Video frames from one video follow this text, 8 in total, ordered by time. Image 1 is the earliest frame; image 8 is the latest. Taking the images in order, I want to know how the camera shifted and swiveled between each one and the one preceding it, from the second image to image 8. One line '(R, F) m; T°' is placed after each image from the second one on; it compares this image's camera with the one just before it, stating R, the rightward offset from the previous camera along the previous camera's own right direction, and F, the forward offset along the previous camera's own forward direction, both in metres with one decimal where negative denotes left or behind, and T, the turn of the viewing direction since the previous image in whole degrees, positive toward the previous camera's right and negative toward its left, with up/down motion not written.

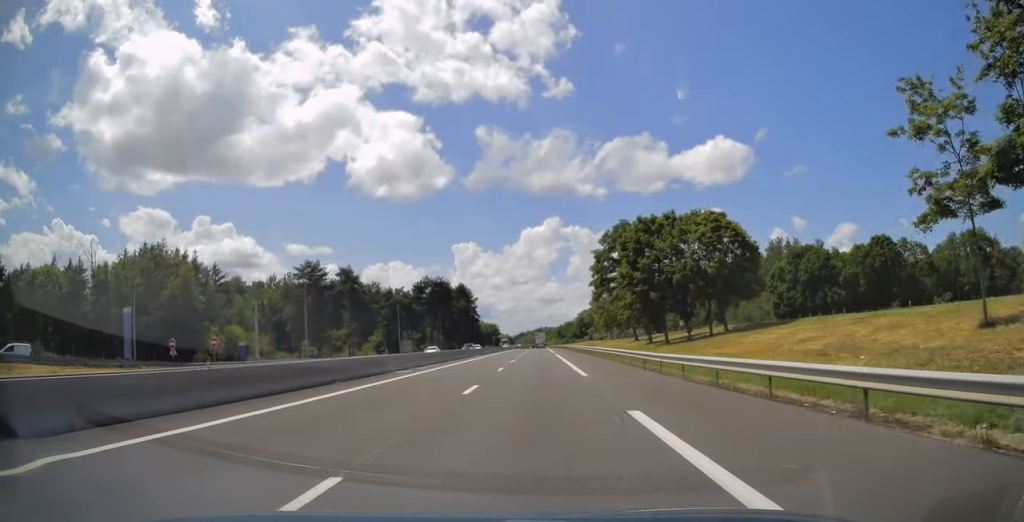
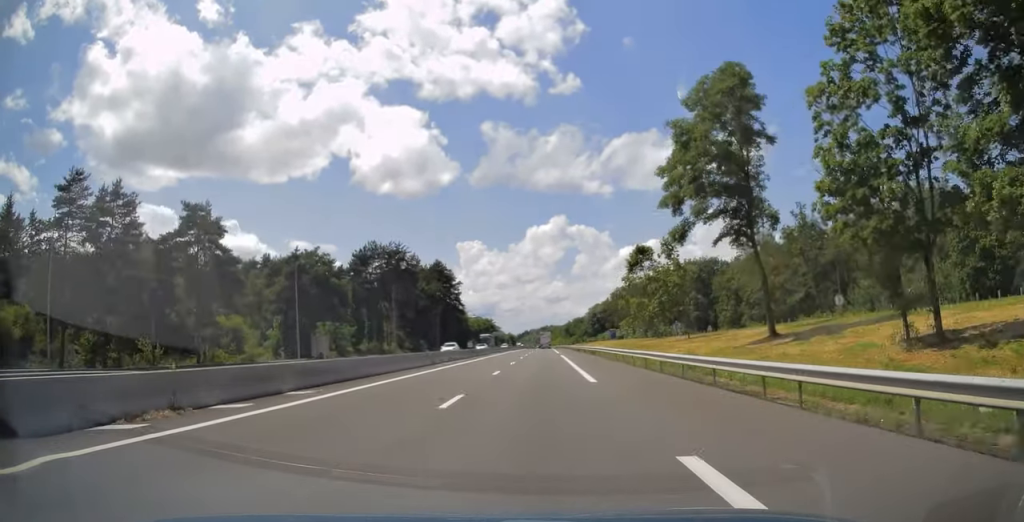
(-0.8, +55.2) m; -2°
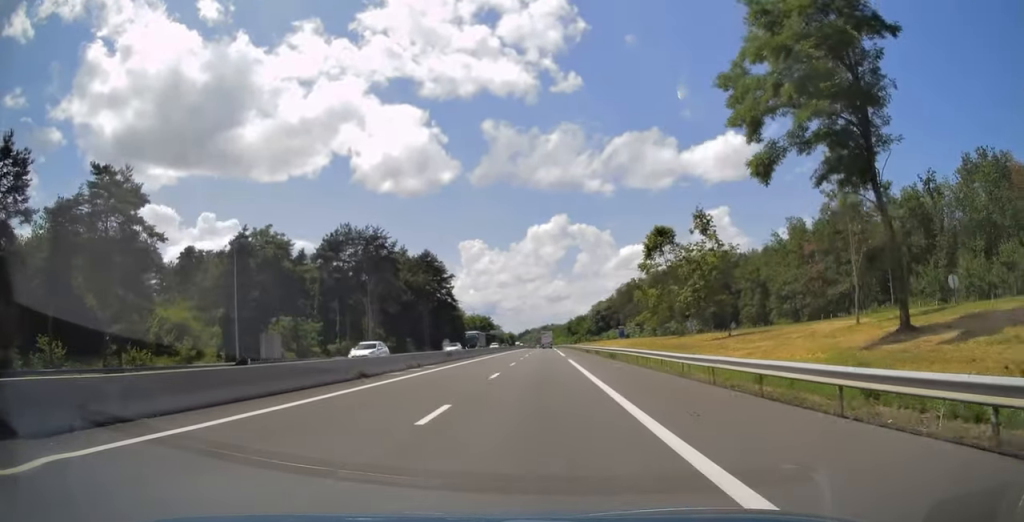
(-0.2, +15.5) m; 0°
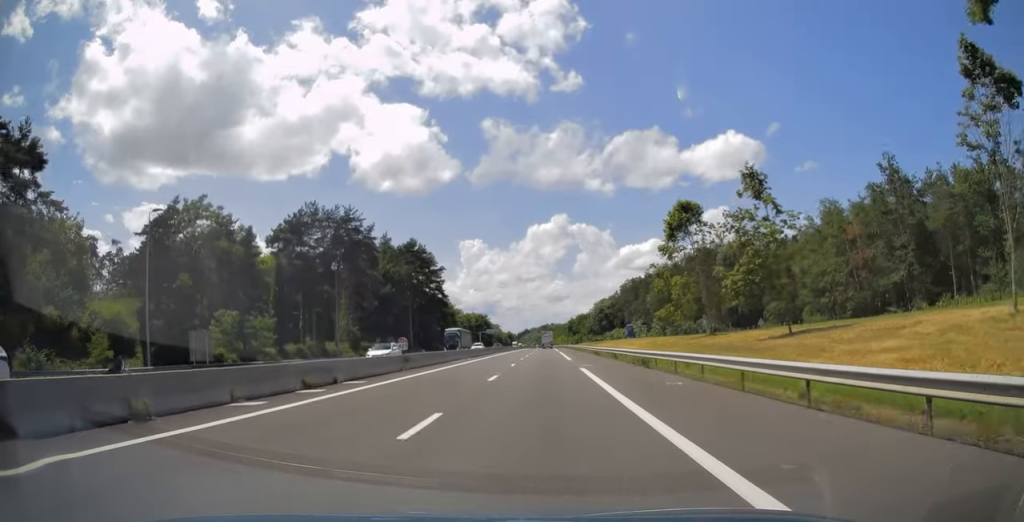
(+0.1, +14.5) m; 0°
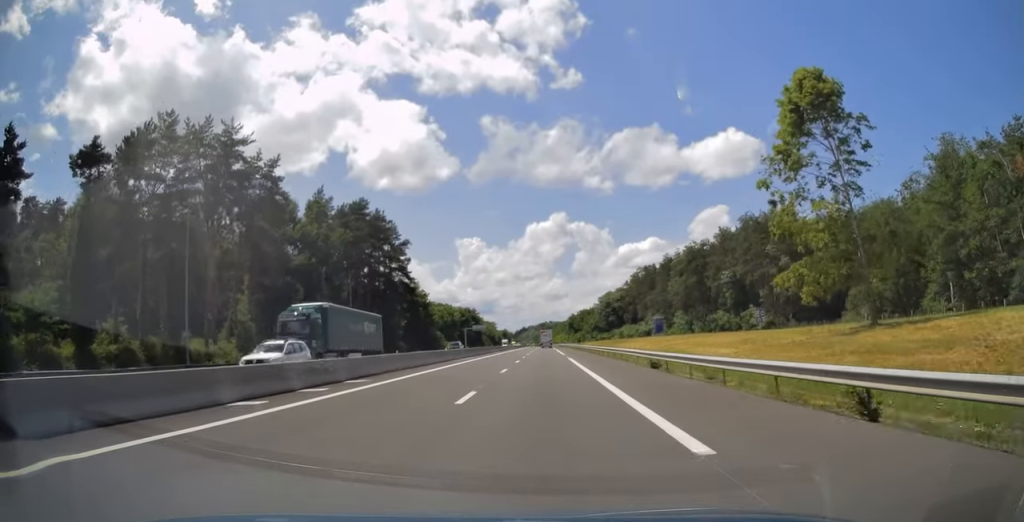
(+0.3, +34.1) m; +1°
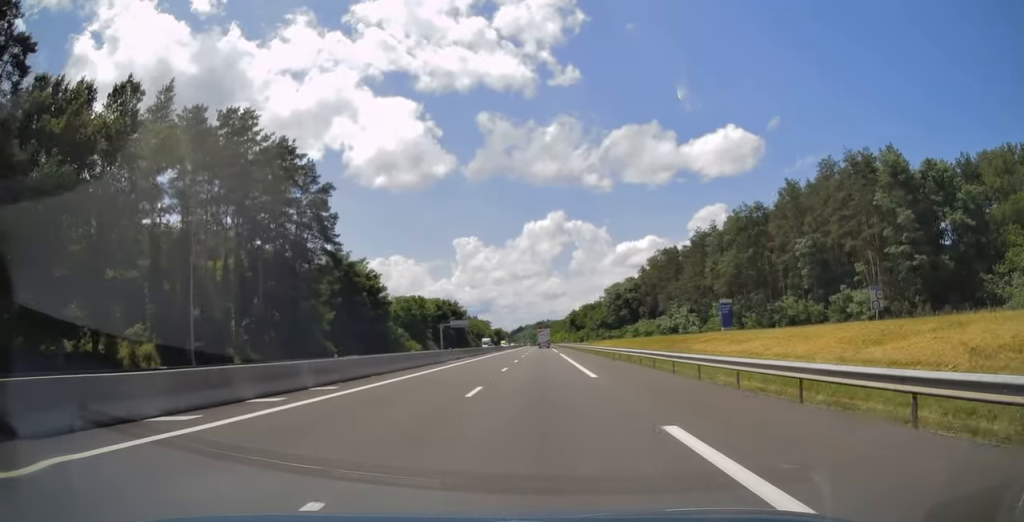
(0.0, +37.2) m; 0°
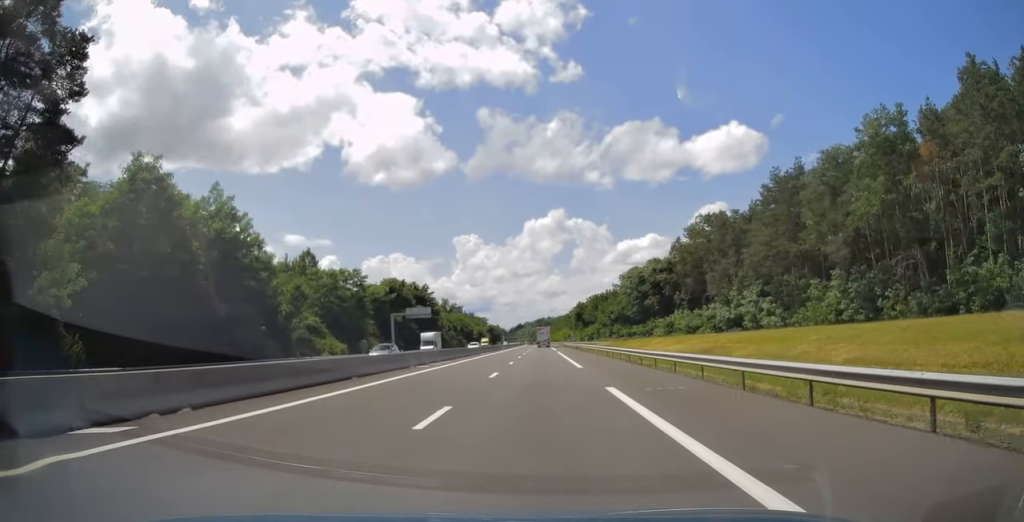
(0.0, +44.4) m; 0°
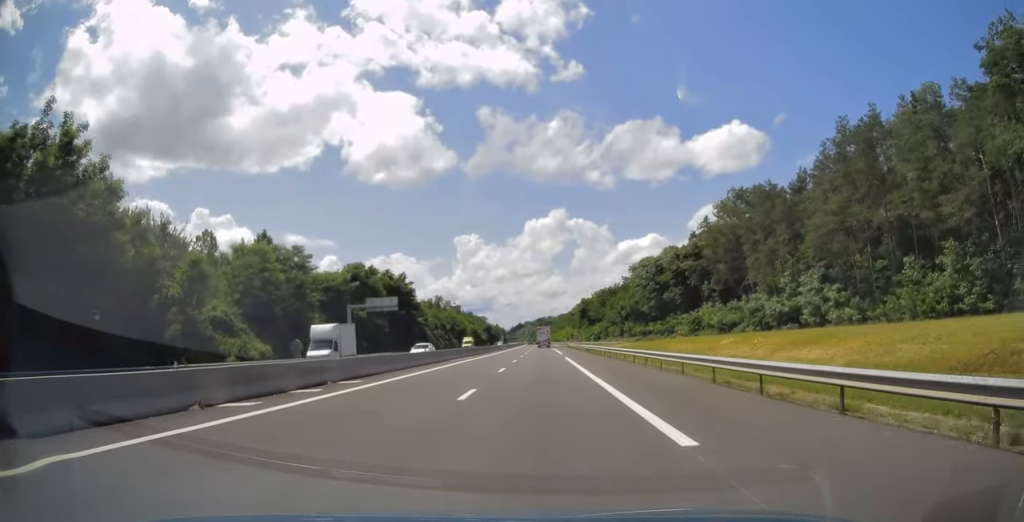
(0.0, +21.2) m; 0°
